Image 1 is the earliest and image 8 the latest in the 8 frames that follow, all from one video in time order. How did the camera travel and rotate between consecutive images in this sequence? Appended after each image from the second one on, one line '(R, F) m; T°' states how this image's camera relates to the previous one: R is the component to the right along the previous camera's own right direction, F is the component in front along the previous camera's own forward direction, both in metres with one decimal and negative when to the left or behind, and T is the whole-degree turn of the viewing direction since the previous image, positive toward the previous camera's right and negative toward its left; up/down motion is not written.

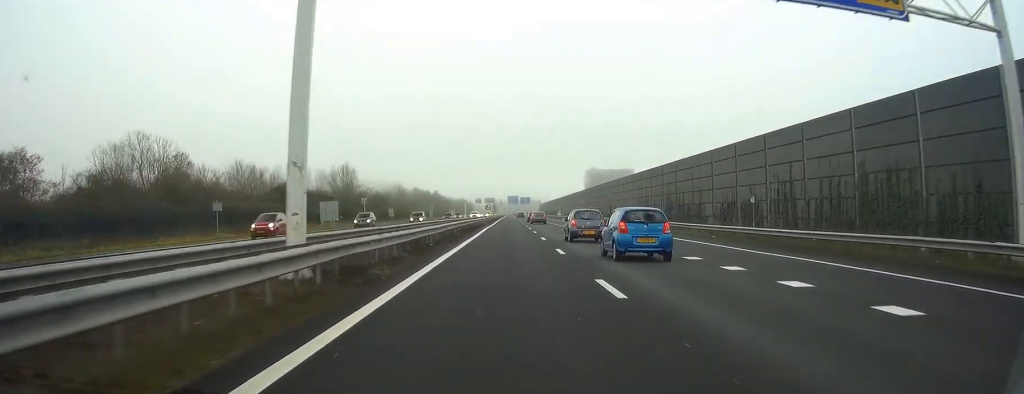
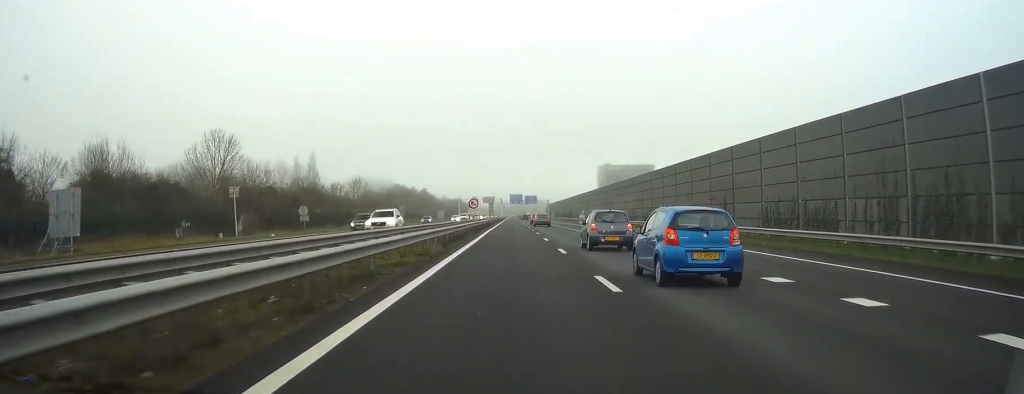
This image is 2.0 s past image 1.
(-0.2, +58.9) m; 0°
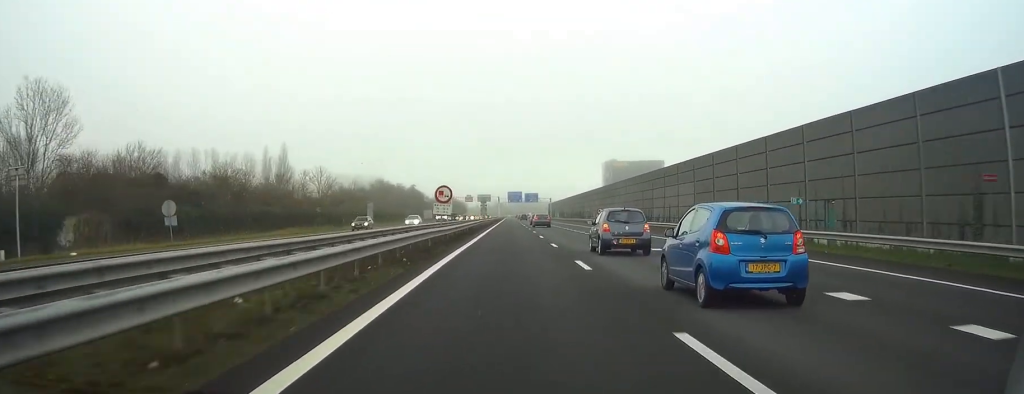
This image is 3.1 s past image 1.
(-0.1, +31.4) m; 0°
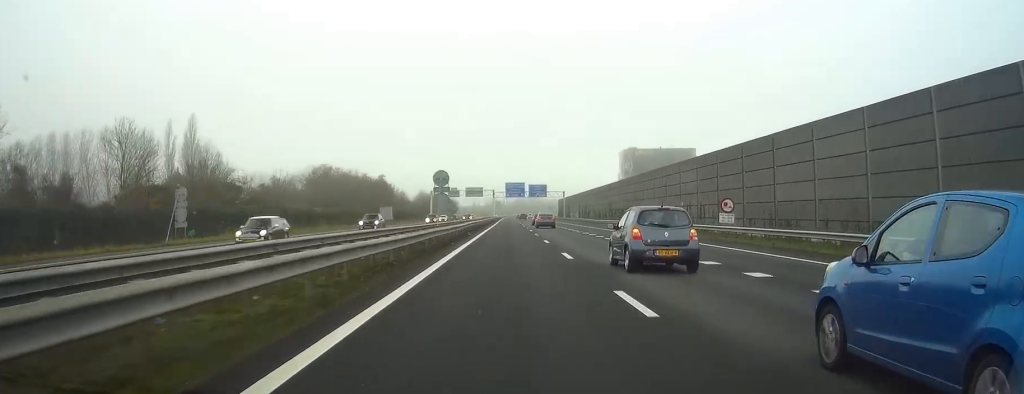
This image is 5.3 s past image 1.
(+0.3, +66.5) m; 0°
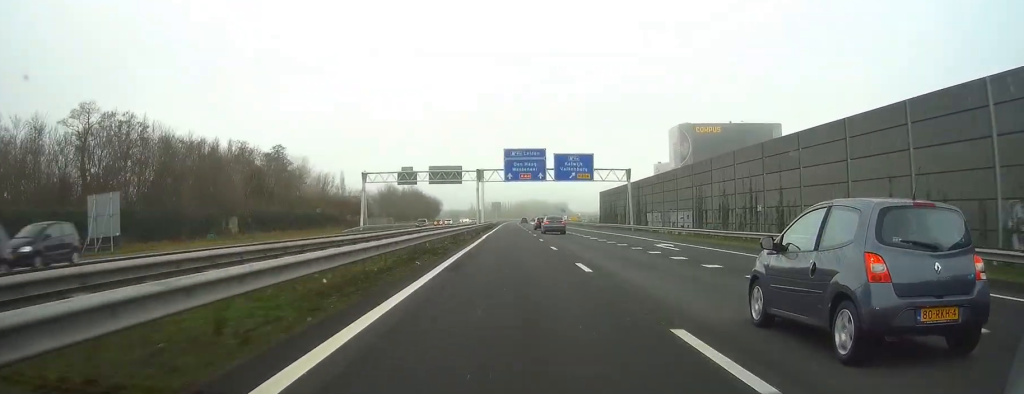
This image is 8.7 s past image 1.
(+0.2, +99.8) m; 0°
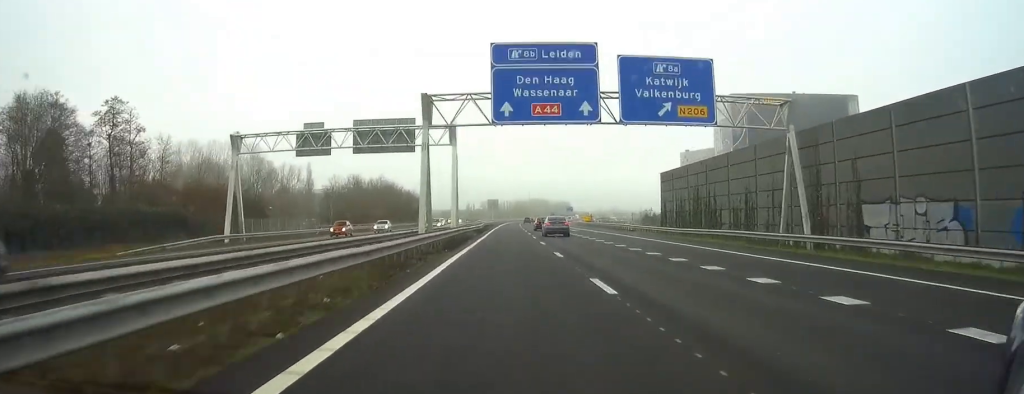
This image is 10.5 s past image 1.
(-0.1, +52.9) m; 0°
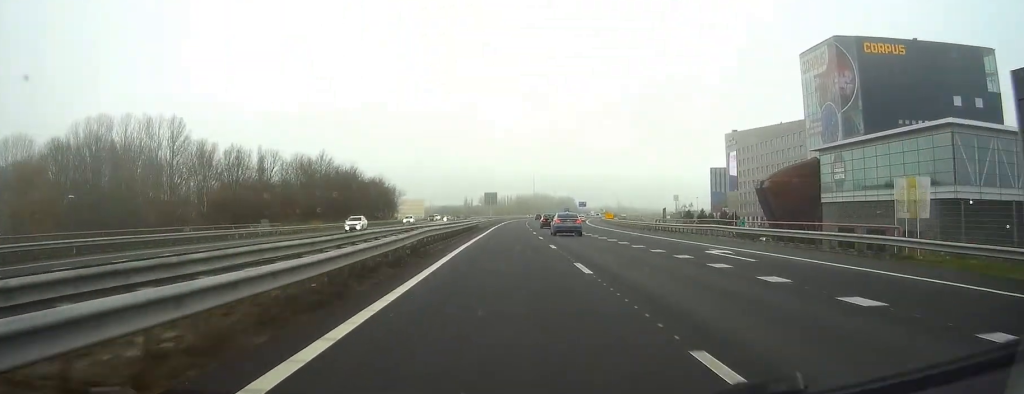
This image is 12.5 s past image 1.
(0.0, +56.9) m; 0°
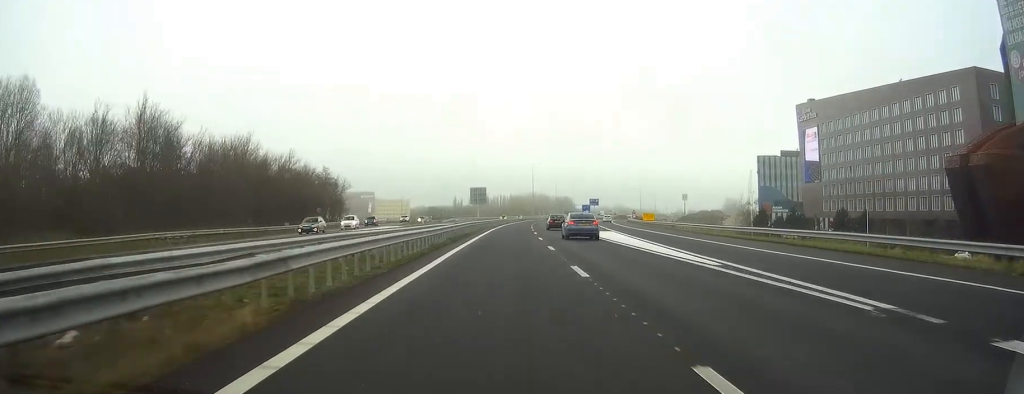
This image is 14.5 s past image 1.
(-0.1, +60.8) m; 0°
